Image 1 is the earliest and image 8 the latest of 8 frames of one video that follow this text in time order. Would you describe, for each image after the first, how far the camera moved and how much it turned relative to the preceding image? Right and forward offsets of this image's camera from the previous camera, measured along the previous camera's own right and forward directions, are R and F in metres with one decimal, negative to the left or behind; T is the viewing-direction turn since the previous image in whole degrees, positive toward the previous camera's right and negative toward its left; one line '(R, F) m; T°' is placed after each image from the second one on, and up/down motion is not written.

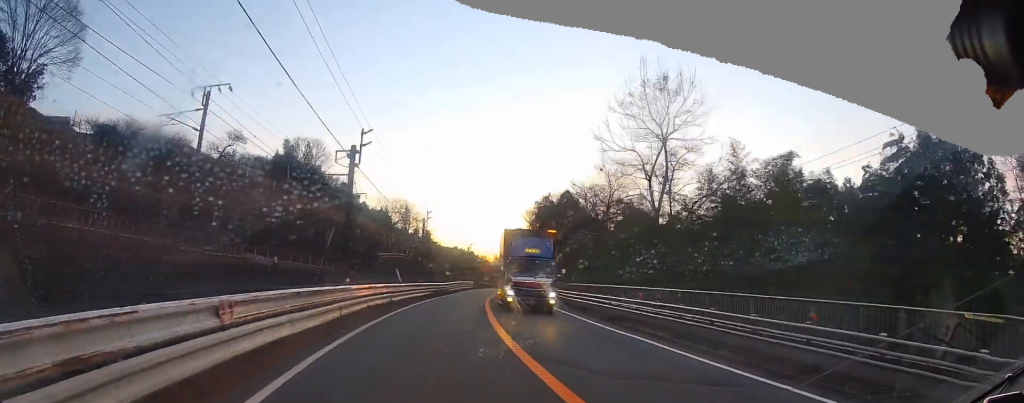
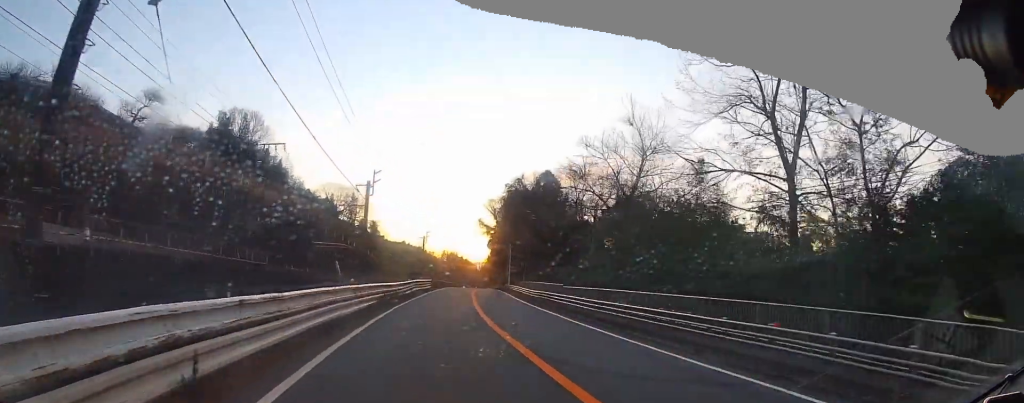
(+0.8, +20.0) m; +6°
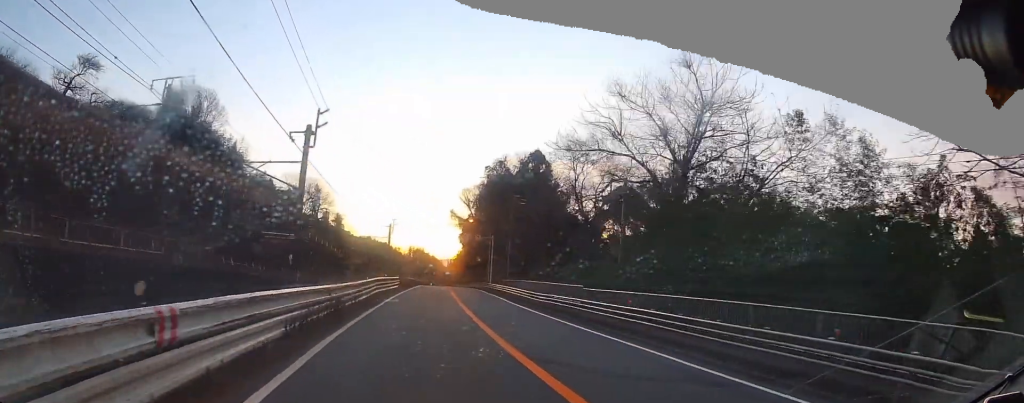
(+0.5, +12.9) m; +3°
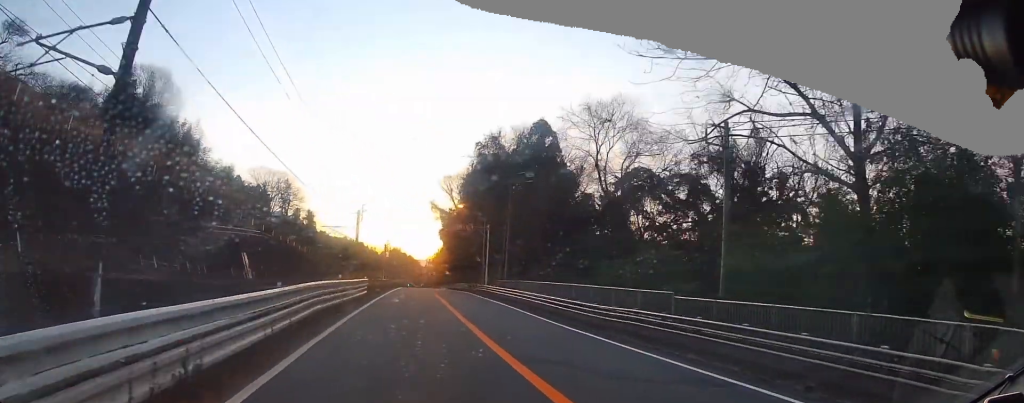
(+0.4, +13.9) m; +2°
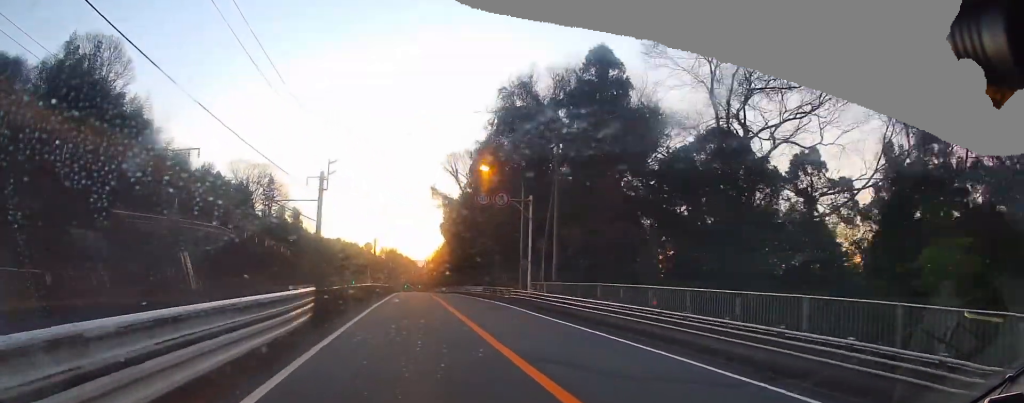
(-0.1, +19.3) m; 0°
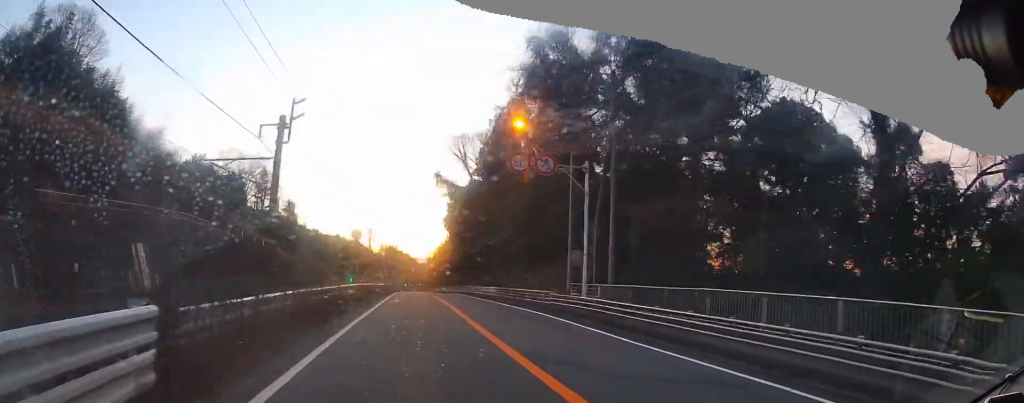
(-0.2, +10.3) m; +1°
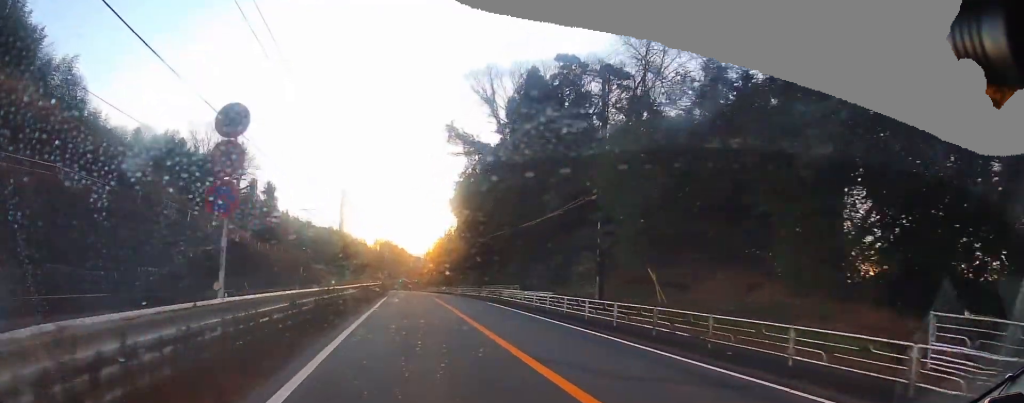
(+0.2, +22.3) m; -1°
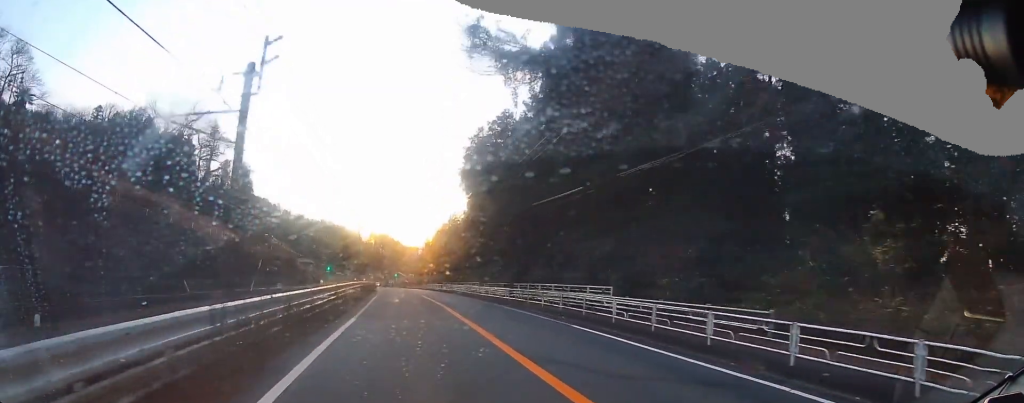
(0.0, +18.9) m; +2°
